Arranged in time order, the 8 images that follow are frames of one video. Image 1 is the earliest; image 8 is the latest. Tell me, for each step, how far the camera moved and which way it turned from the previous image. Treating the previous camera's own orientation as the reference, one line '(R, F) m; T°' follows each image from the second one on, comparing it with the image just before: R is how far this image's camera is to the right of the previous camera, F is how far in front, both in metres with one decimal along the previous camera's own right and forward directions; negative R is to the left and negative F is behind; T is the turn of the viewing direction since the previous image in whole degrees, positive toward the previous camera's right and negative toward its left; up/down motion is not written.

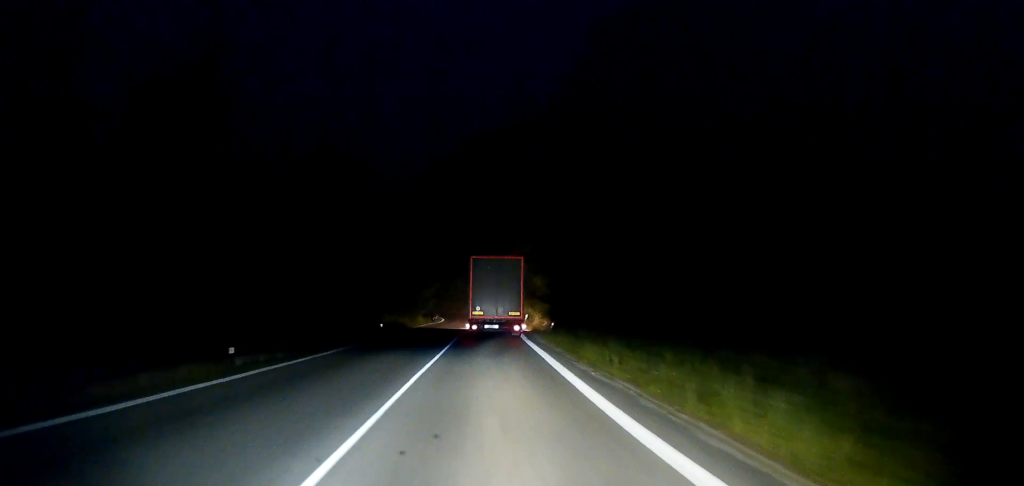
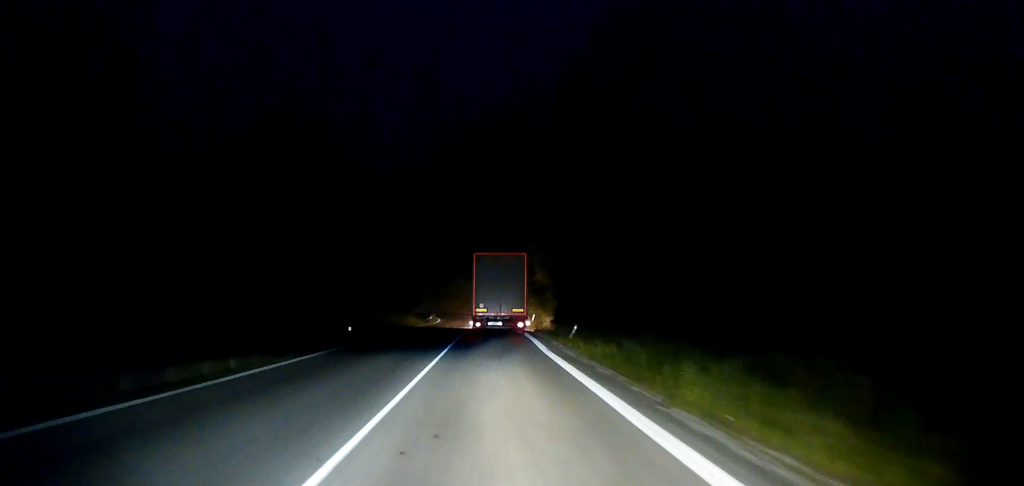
(-0.1, +10.8) m; 0°
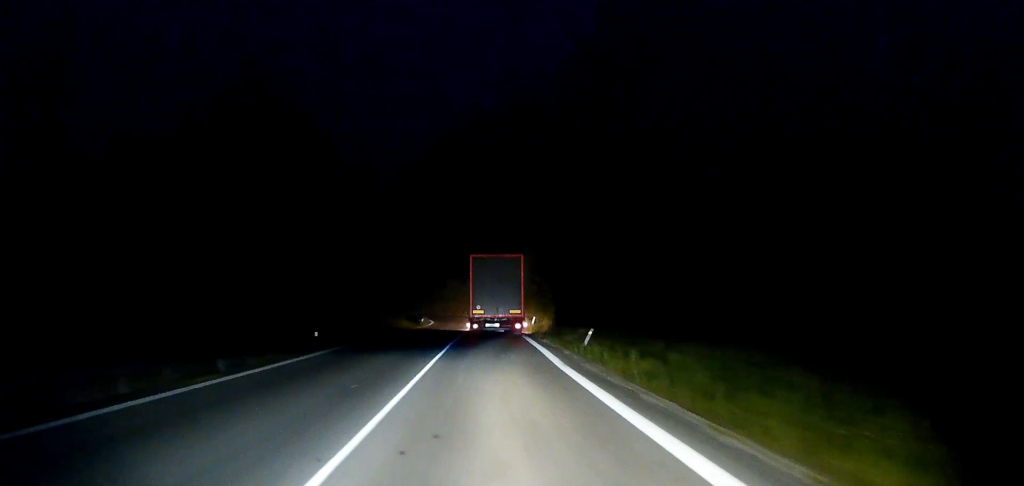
(0.0, +6.0) m; 0°
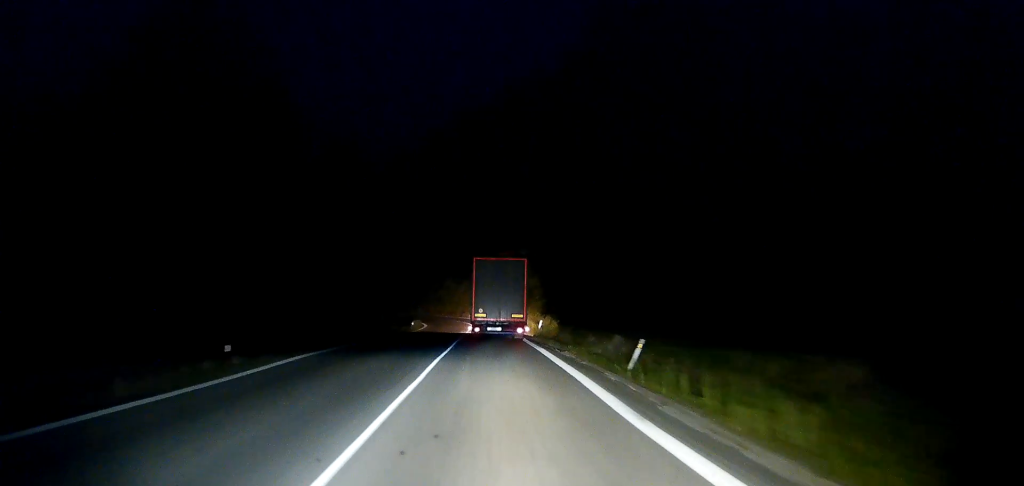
(0.0, +9.5) m; +1°
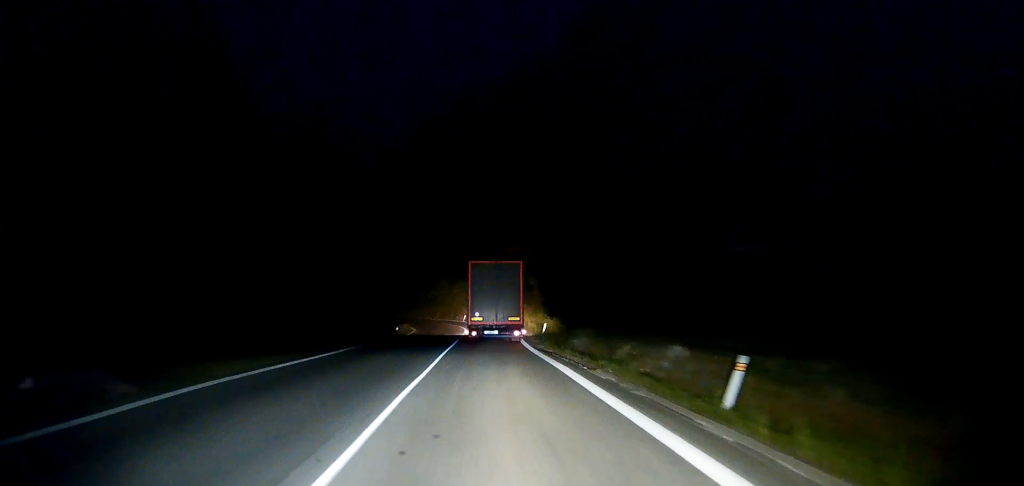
(+0.1, +8.4) m; +1°
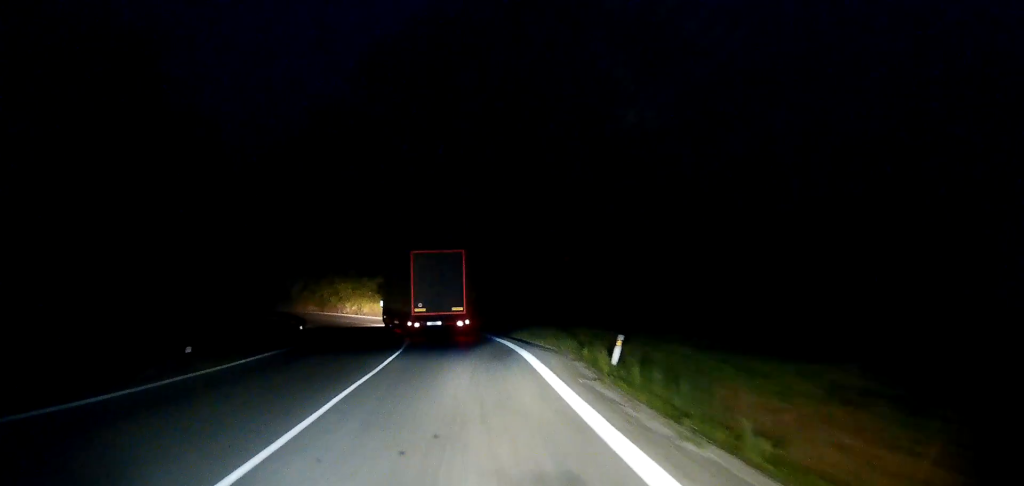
(+0.4, +36.3) m; 0°
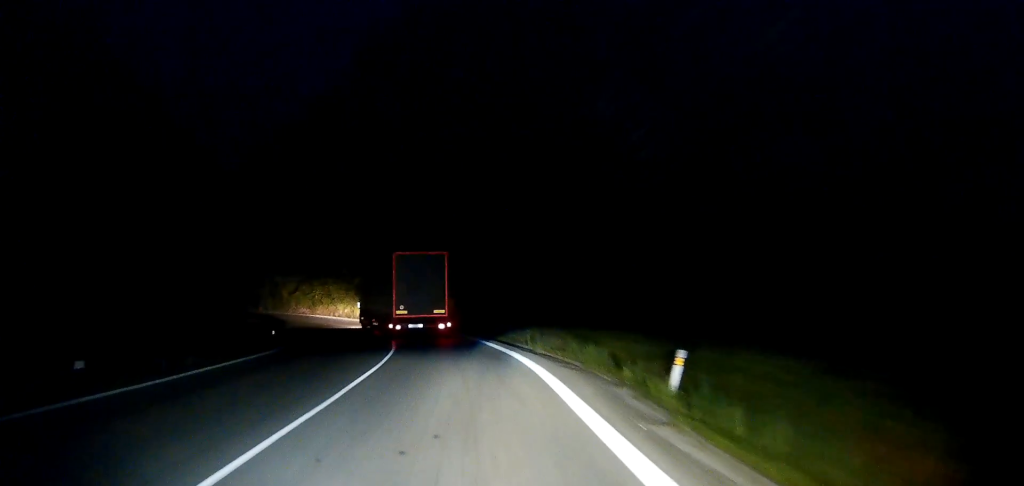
(0.0, +5.7) m; -1°
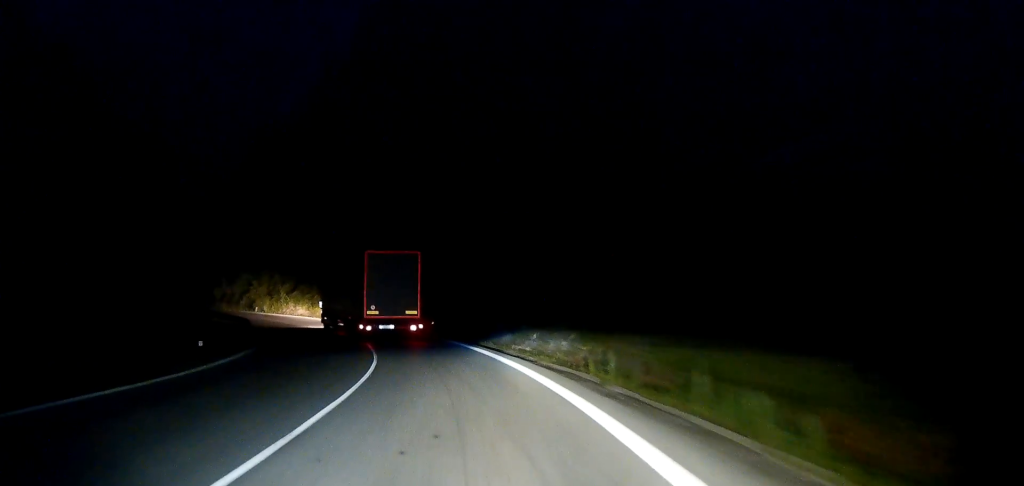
(-0.3, +11.3) m; -4°
